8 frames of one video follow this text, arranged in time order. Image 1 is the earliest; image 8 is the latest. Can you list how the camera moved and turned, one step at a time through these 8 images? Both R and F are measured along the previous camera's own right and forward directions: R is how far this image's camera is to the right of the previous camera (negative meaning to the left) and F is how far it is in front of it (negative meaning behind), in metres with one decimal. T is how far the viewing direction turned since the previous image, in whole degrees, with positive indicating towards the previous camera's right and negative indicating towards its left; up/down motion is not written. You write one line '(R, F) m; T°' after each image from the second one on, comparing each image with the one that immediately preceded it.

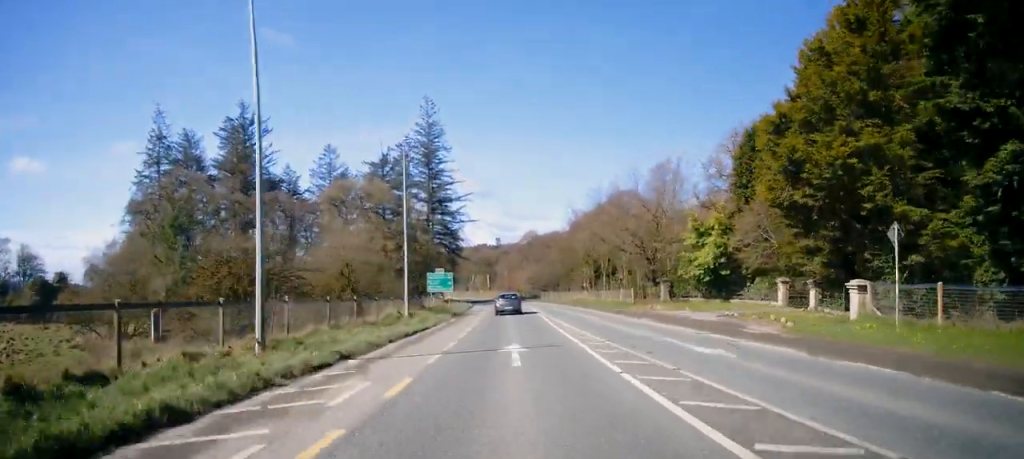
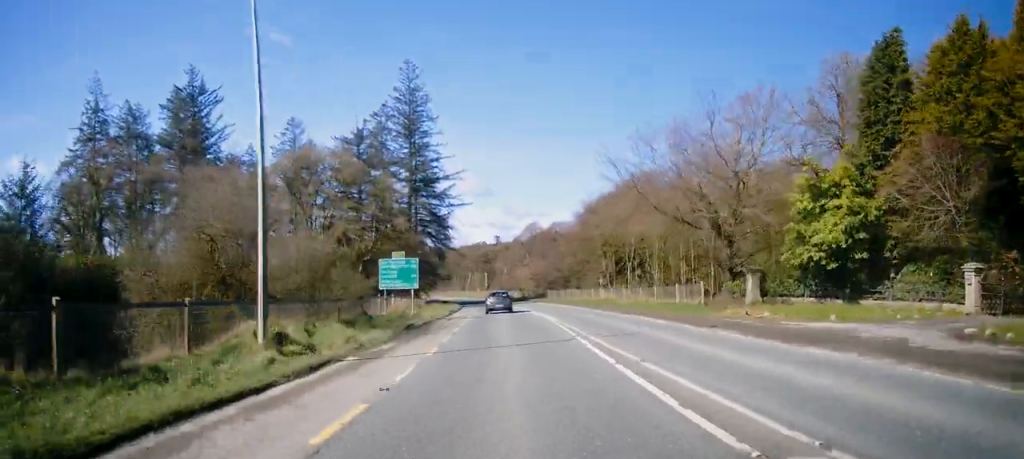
(-0.2, +18.4) m; -2°
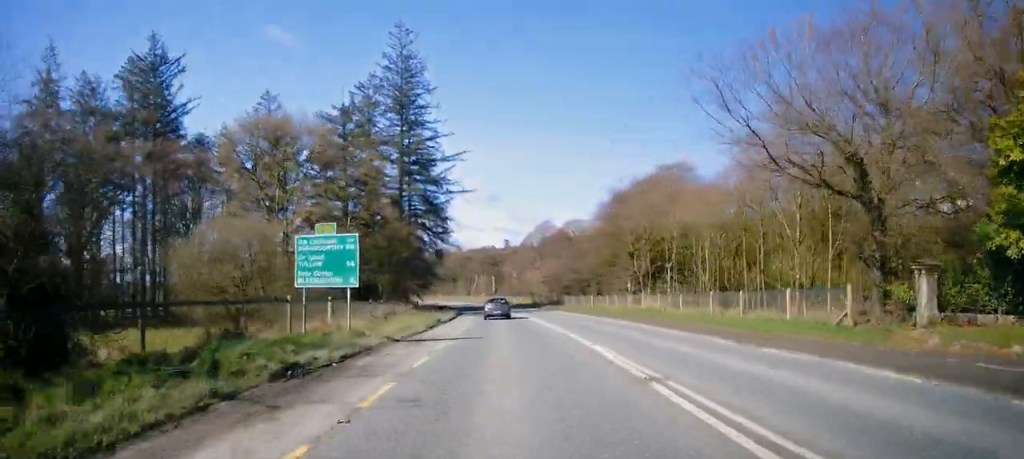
(-0.2, +14.0) m; -2°
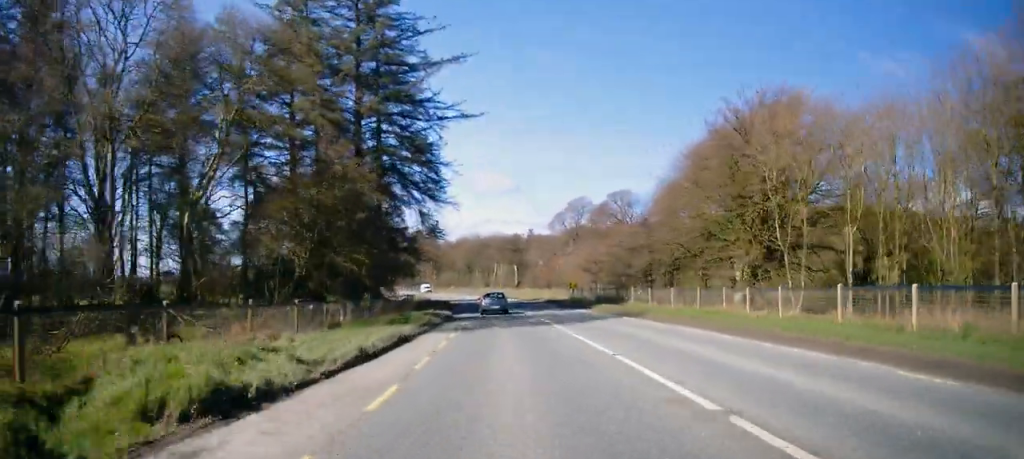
(-0.6, +28.1) m; -2°
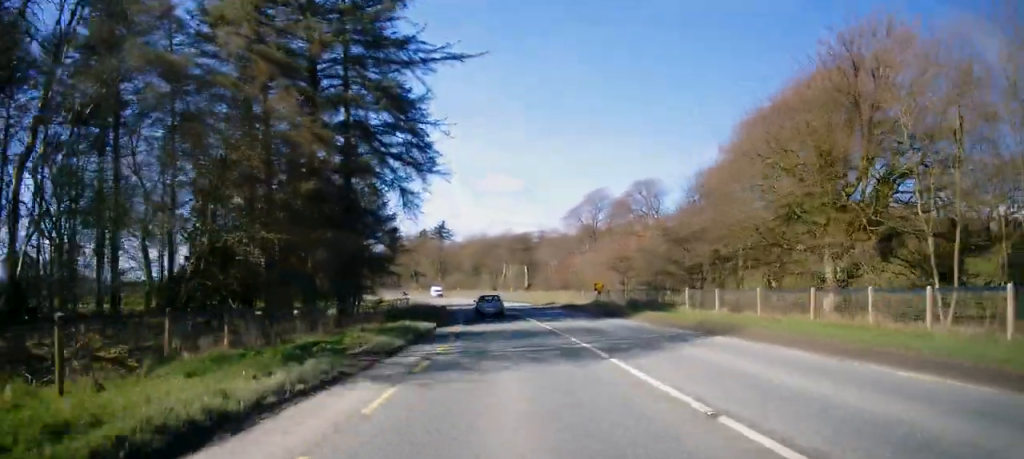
(+0.1, +11.8) m; -1°
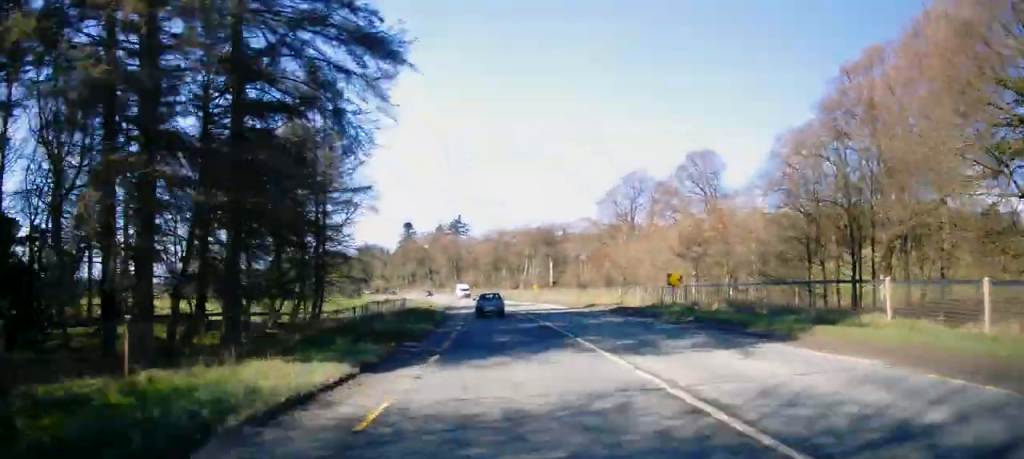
(-0.4, +16.8) m; -2°
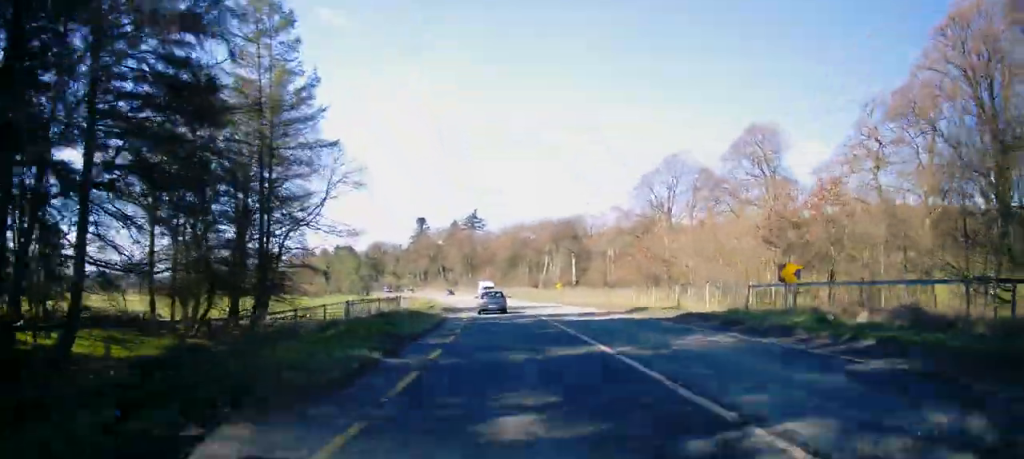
(-0.1, +11.5) m; -2°
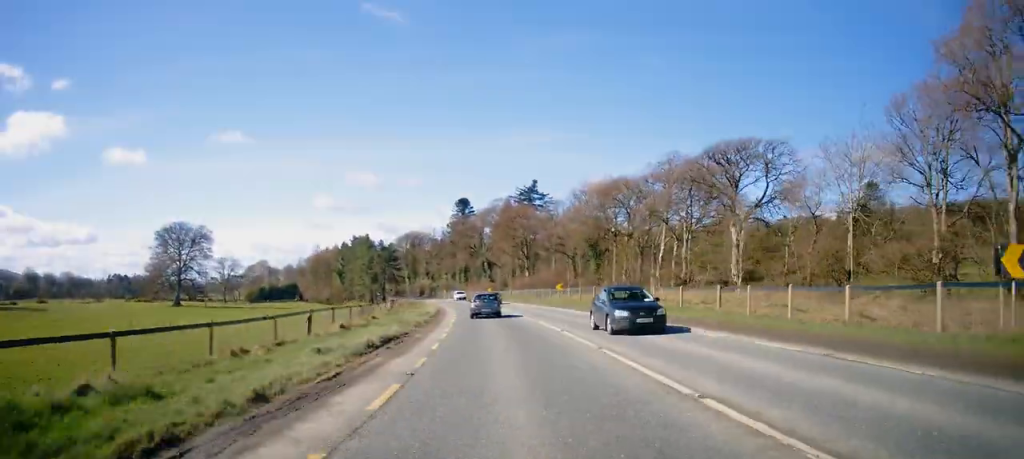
(-2.8, +56.7) m; -5°
